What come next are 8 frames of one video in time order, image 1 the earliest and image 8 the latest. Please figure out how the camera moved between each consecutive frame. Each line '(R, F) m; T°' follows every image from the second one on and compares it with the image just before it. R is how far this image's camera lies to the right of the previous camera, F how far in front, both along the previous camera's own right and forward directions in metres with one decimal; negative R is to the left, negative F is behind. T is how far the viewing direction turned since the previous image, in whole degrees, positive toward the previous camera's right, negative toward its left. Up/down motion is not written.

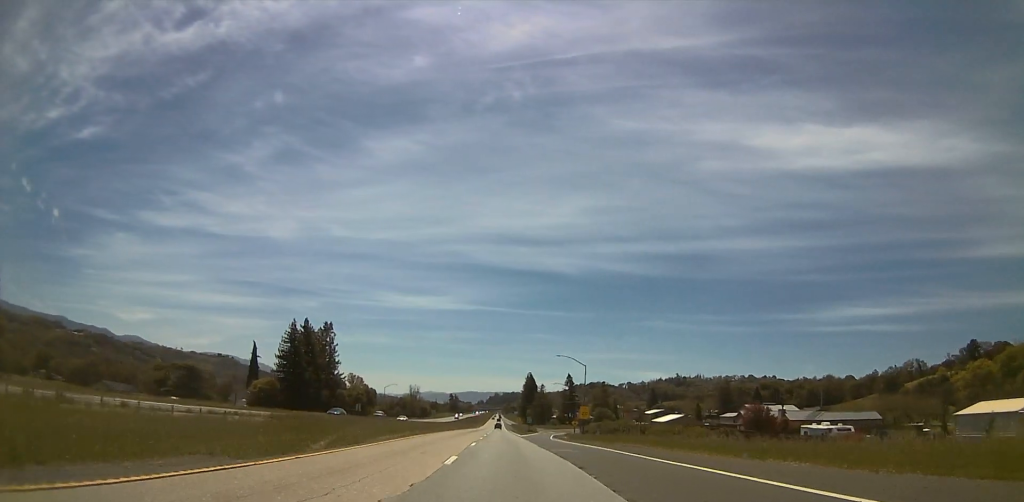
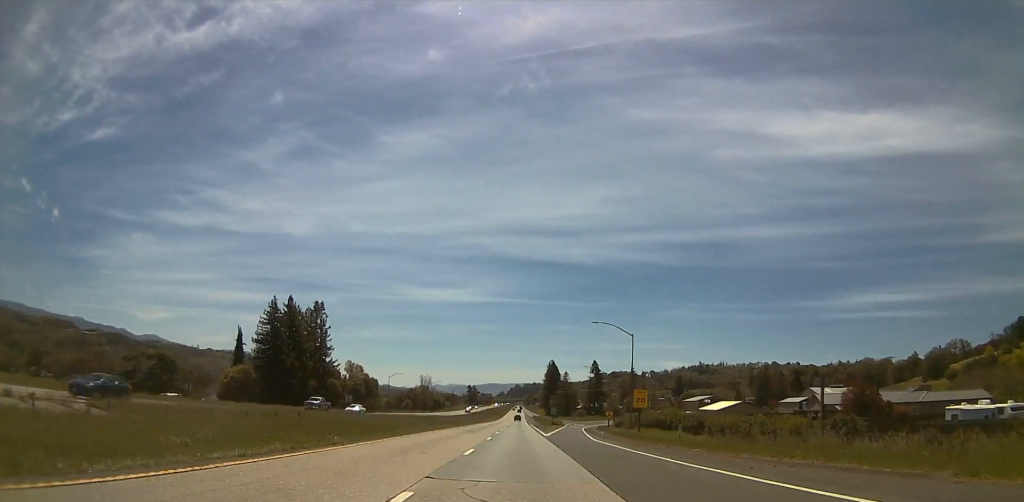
(0.0, +27.5) m; 0°
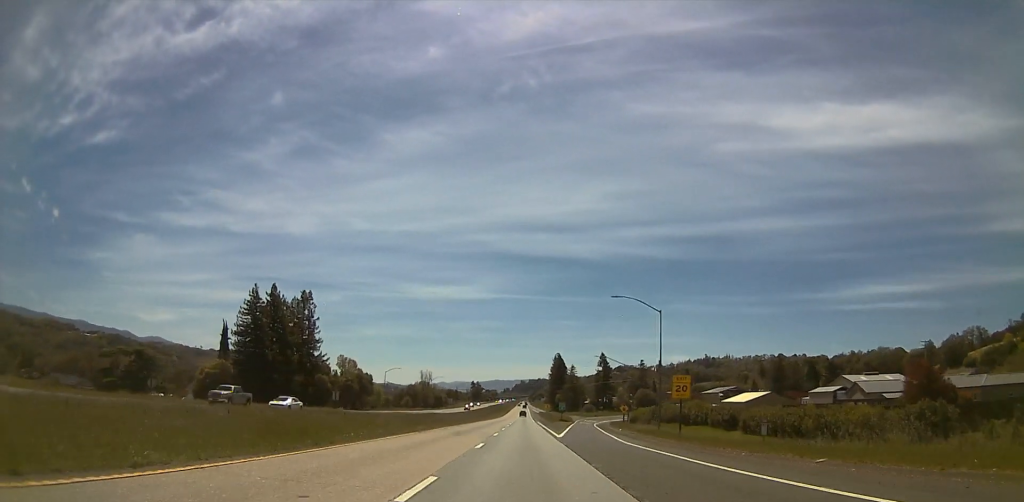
(0.0, +13.5) m; 0°
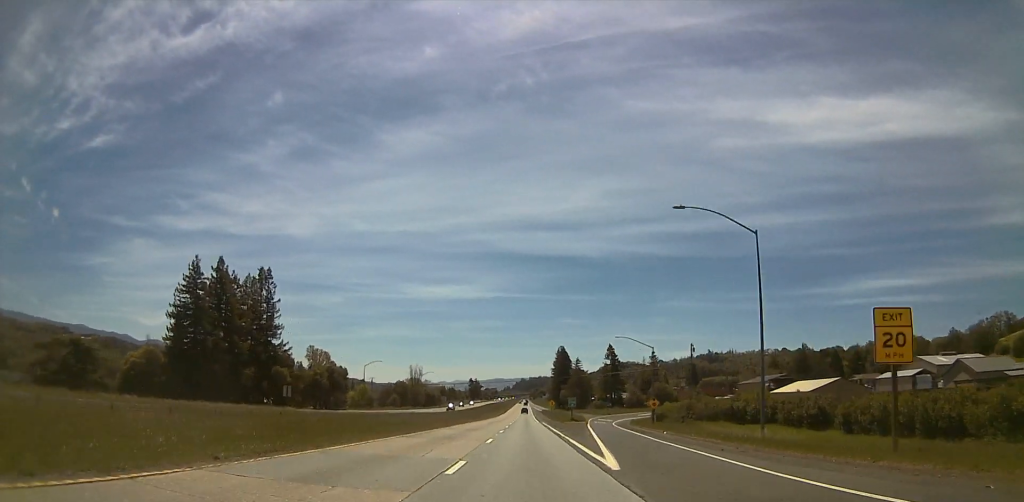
(0.0, +28.5) m; -1°
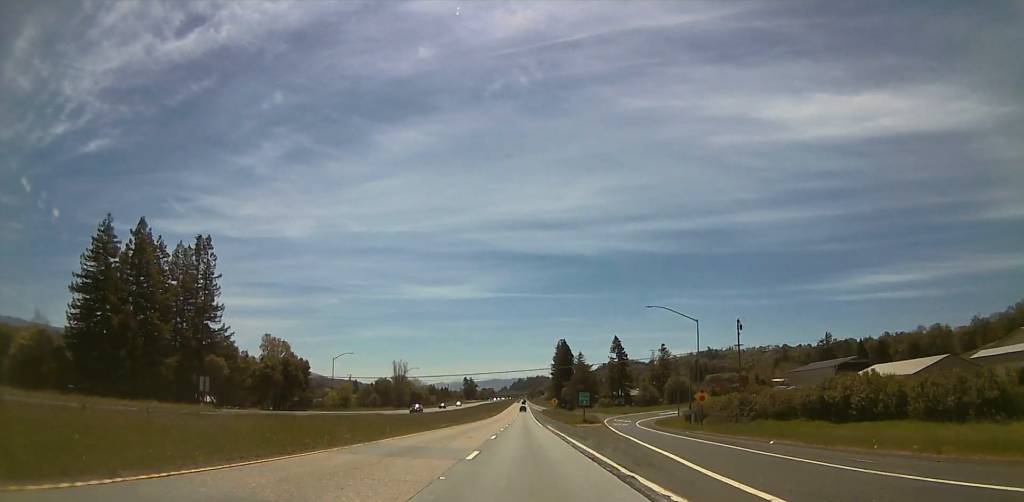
(-0.4, +28.6) m; -3°
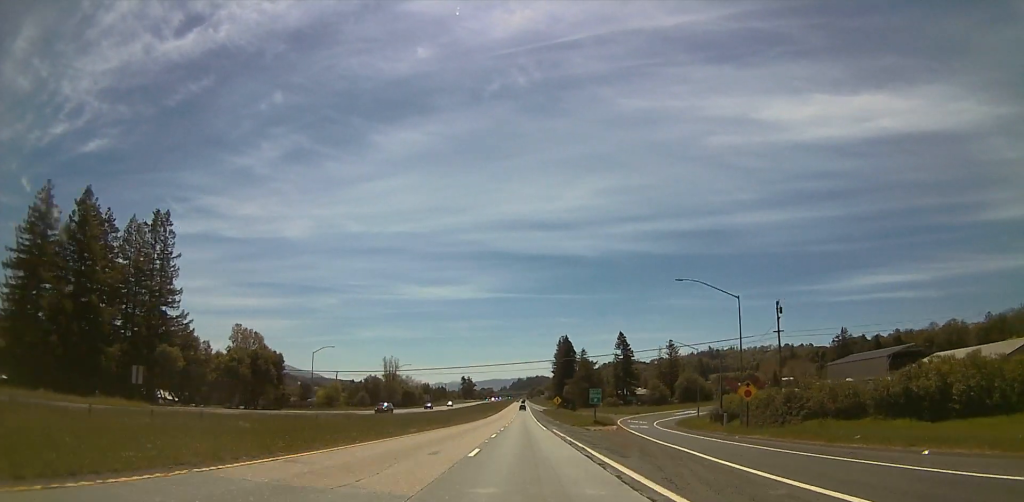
(-0.1, +16.4) m; -2°
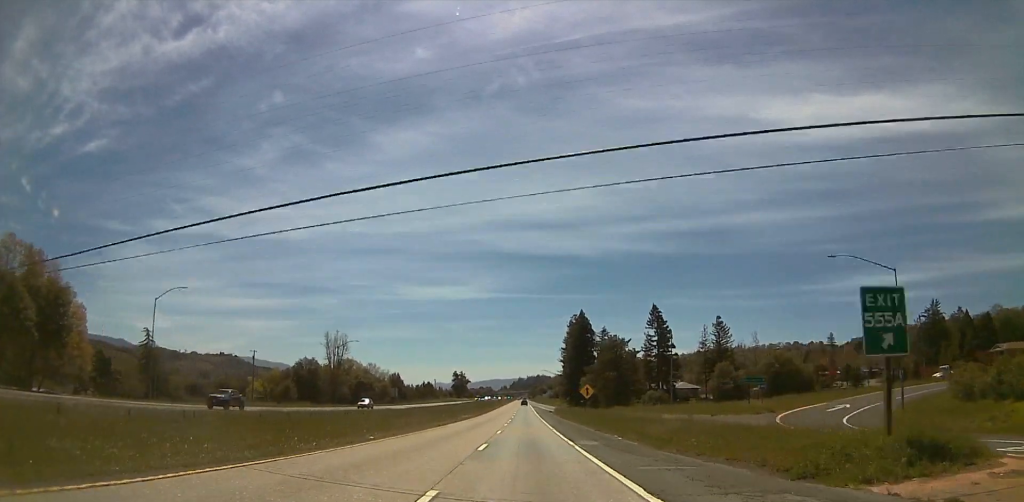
(-2.0, +69.8) m; -1°
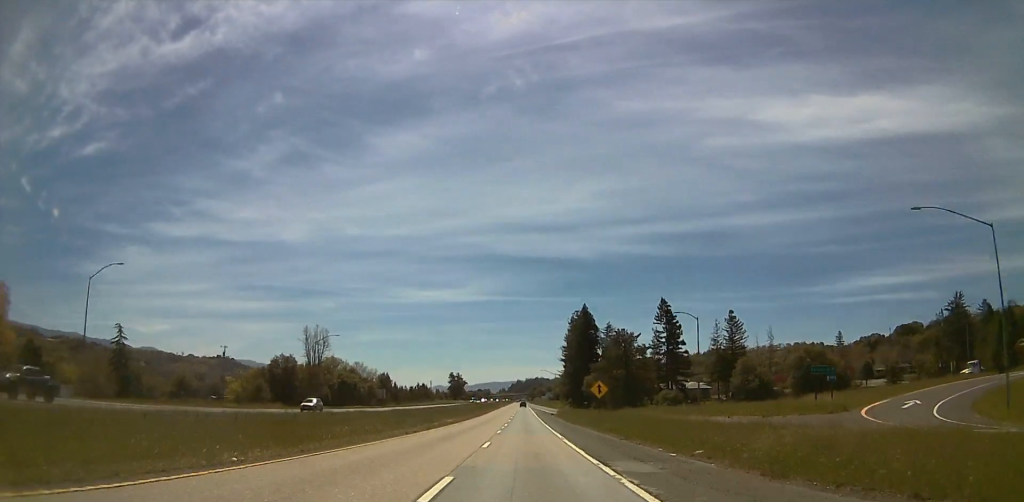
(+0.1, +13.8) m; 0°
